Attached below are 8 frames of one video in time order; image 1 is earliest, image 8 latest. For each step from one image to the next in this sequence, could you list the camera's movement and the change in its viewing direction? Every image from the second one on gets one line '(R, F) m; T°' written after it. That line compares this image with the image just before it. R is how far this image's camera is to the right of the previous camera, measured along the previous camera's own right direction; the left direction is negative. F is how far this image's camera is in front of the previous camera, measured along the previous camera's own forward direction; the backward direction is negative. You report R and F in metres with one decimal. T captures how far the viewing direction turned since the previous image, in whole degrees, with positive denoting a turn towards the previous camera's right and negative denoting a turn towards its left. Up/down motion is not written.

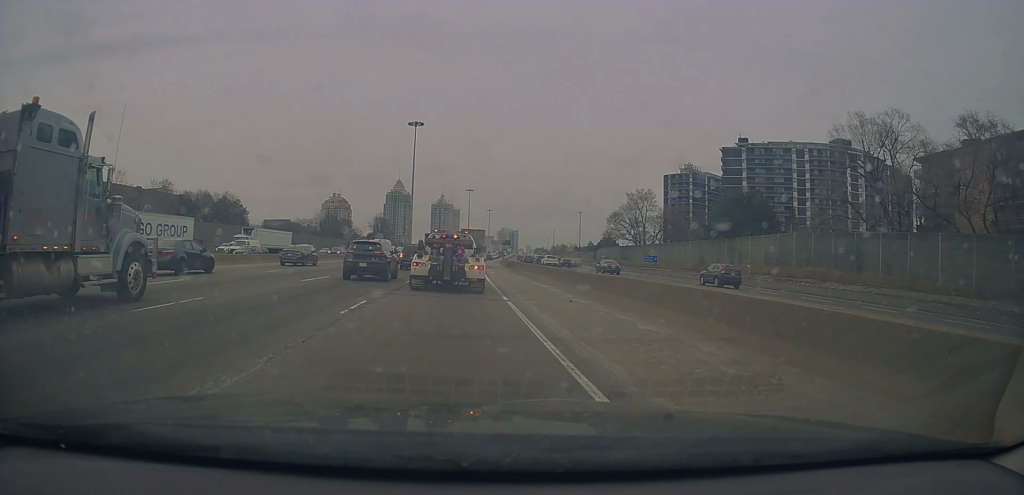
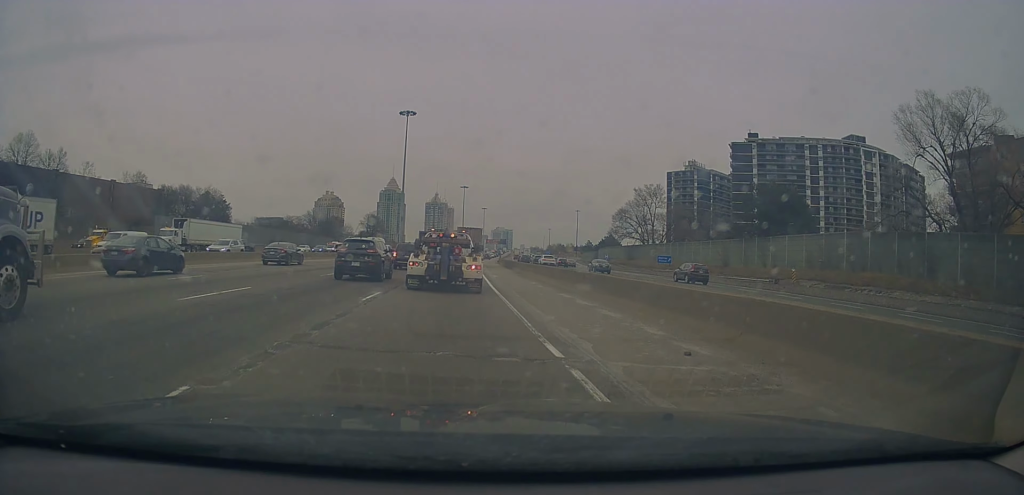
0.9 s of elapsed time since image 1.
(+0.2, +9.9) m; +1°
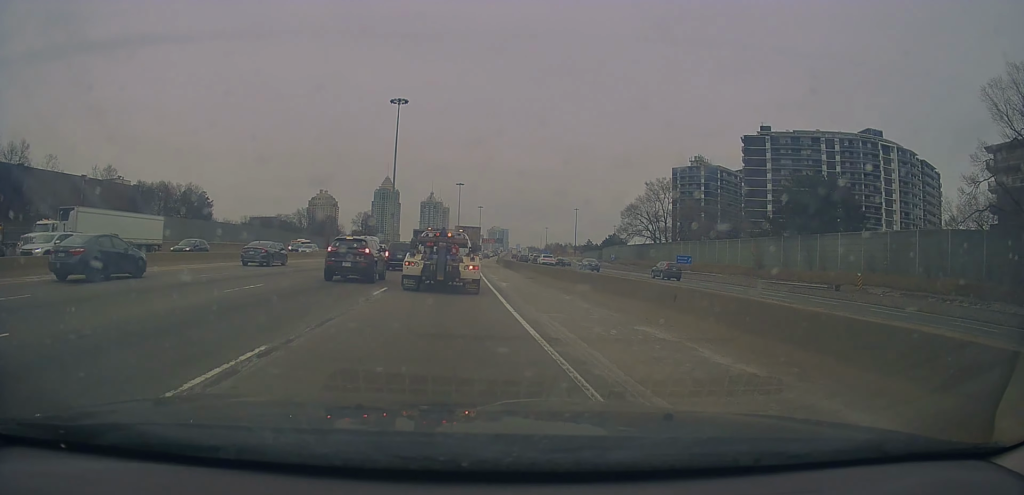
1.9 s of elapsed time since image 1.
(-0.1, +10.0) m; 0°
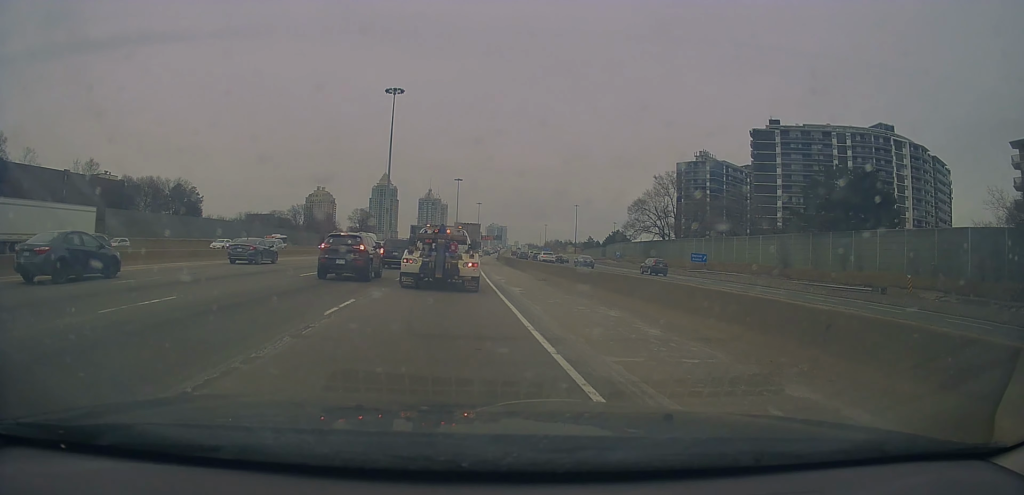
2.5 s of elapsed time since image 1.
(0.0, +5.4) m; 0°
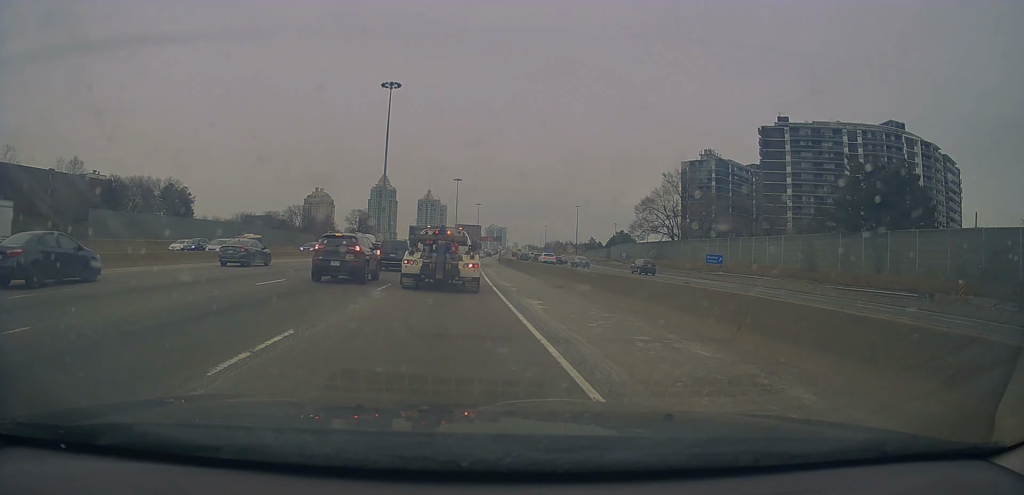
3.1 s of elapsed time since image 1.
(+0.1, +5.1) m; +1°
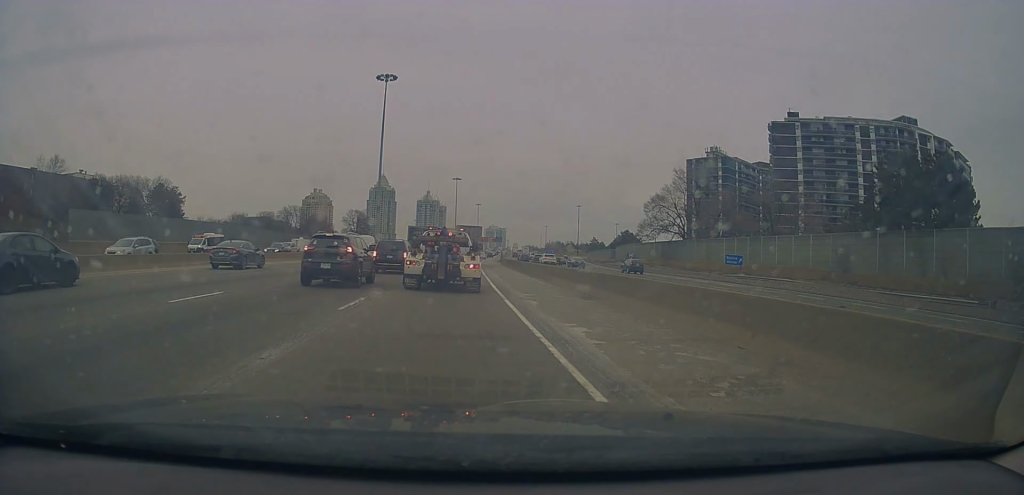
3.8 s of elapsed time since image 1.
(0.0, +5.1) m; 0°
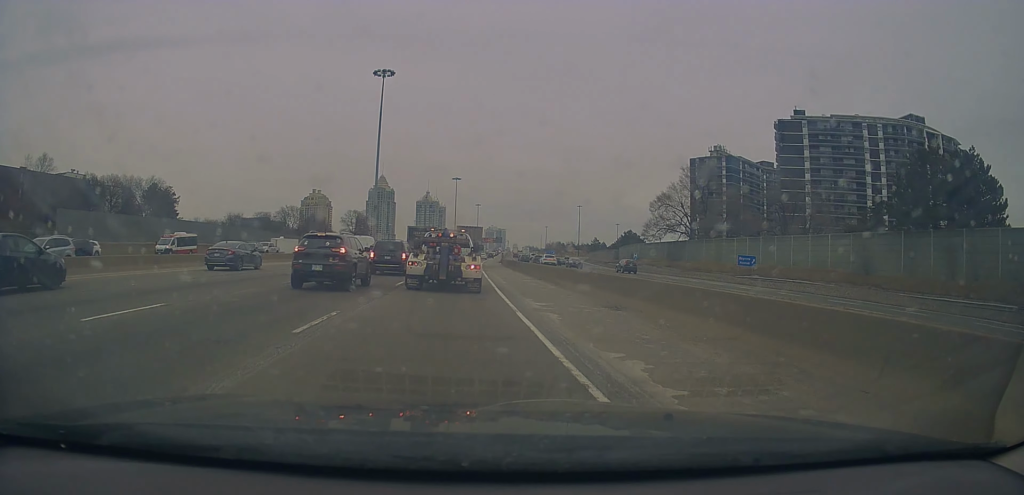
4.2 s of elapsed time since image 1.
(0.0, +3.1) m; 0°
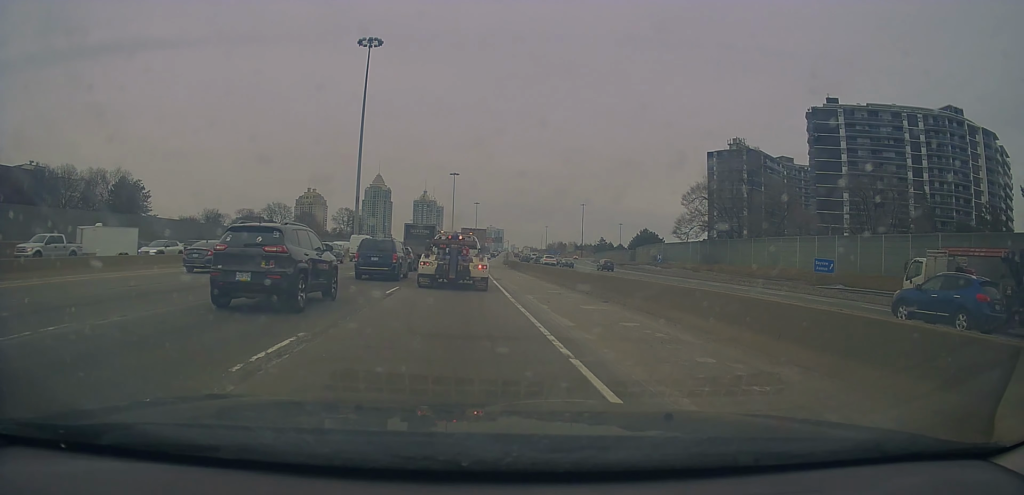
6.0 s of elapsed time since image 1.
(-0.1, +13.1) m; +3°
